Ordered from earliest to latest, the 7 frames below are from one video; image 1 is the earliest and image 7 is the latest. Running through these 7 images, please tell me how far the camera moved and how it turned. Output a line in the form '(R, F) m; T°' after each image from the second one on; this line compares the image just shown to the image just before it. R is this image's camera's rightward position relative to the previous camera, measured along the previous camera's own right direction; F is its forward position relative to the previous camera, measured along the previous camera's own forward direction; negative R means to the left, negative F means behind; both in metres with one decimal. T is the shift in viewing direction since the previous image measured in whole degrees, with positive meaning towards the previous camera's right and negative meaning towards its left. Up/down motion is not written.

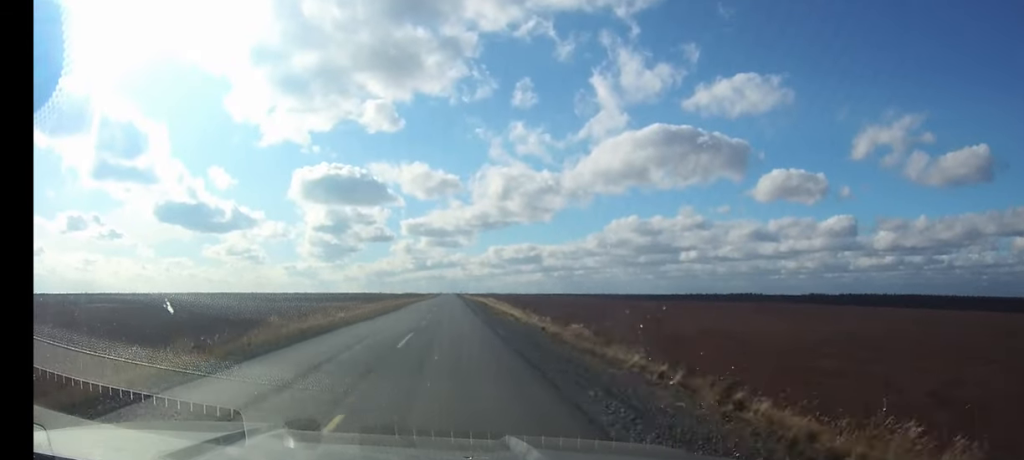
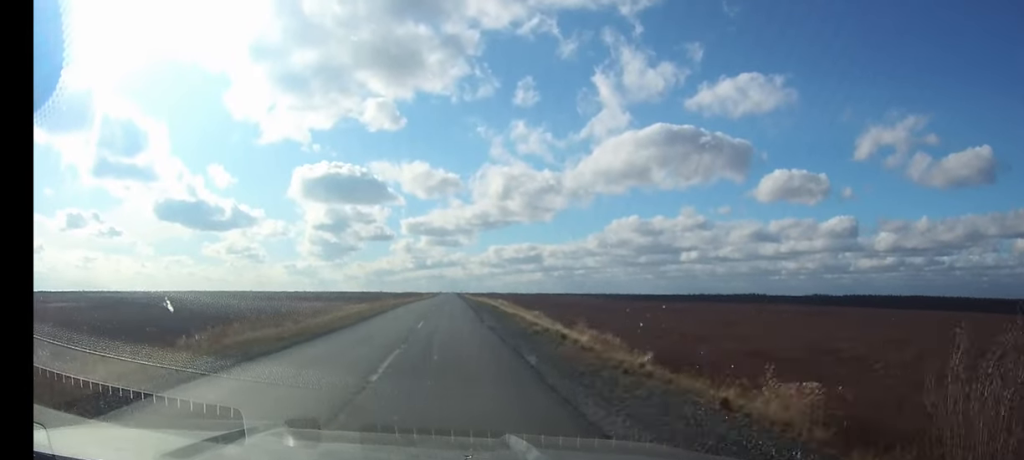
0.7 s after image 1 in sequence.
(0.0, +18.2) m; 0°
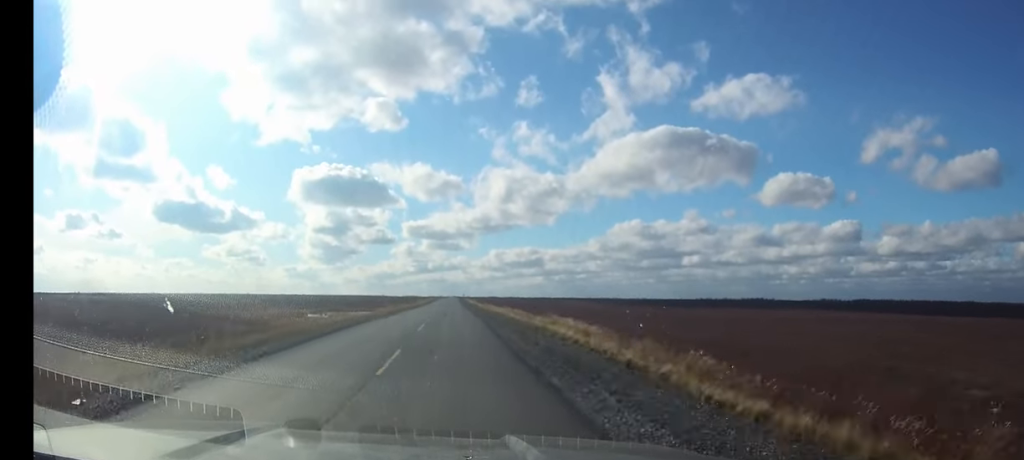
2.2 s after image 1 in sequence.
(0.0, +39.8) m; 0°
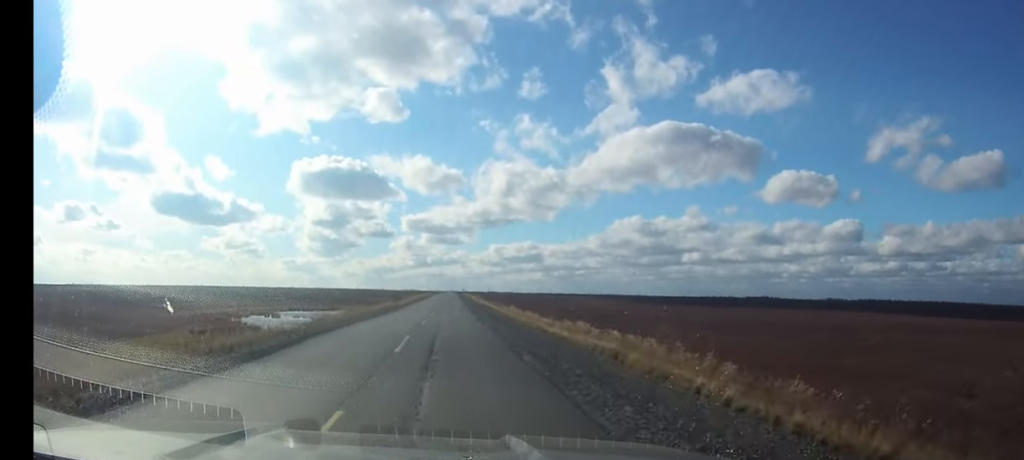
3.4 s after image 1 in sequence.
(0.0, +35.4) m; 0°
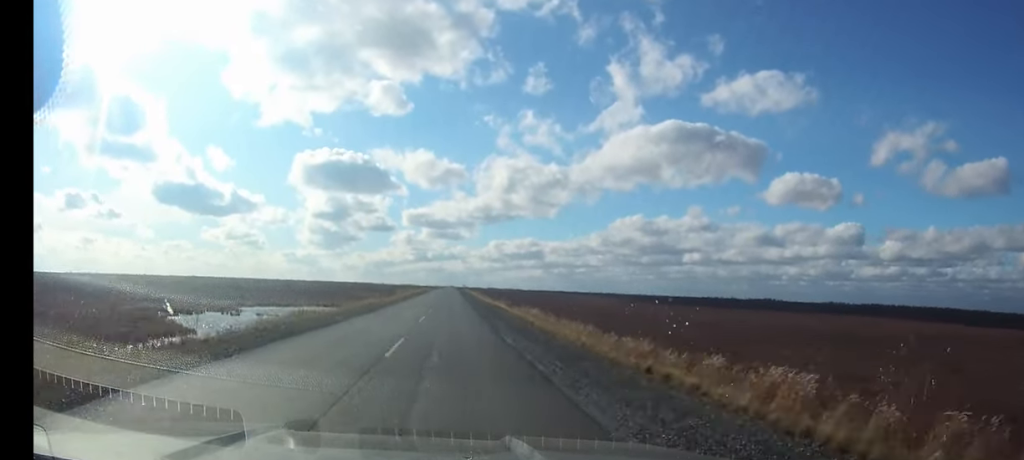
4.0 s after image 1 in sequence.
(0.0, +14.5) m; 0°
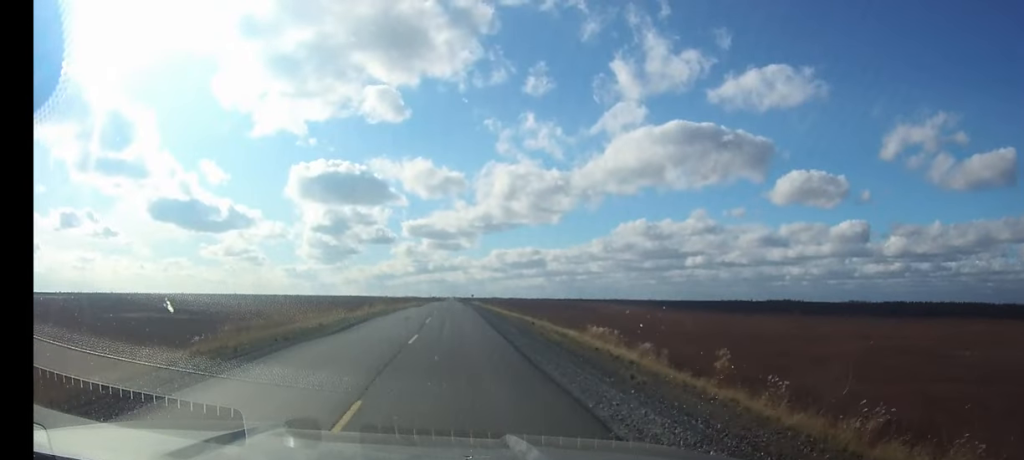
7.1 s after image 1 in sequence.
(0.0, +81.5) m; 0°
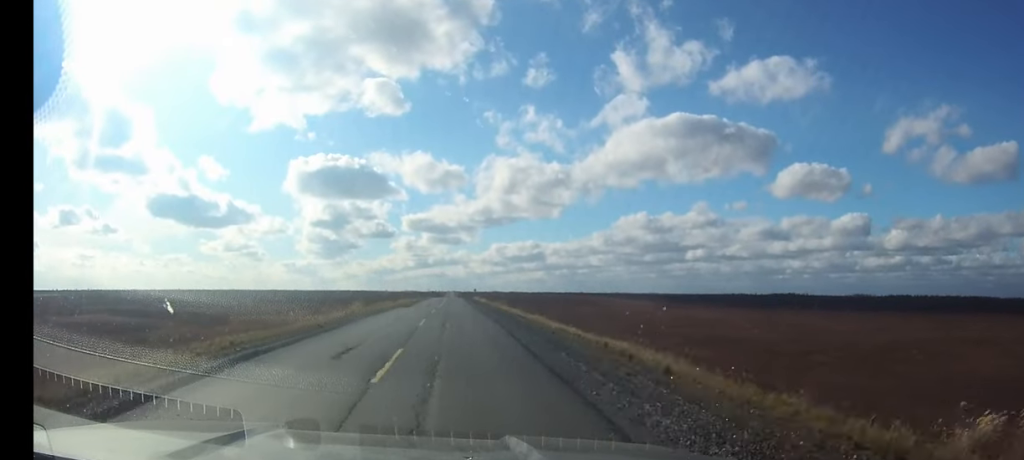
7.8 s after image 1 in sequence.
(0.0, +18.2) m; 0°
